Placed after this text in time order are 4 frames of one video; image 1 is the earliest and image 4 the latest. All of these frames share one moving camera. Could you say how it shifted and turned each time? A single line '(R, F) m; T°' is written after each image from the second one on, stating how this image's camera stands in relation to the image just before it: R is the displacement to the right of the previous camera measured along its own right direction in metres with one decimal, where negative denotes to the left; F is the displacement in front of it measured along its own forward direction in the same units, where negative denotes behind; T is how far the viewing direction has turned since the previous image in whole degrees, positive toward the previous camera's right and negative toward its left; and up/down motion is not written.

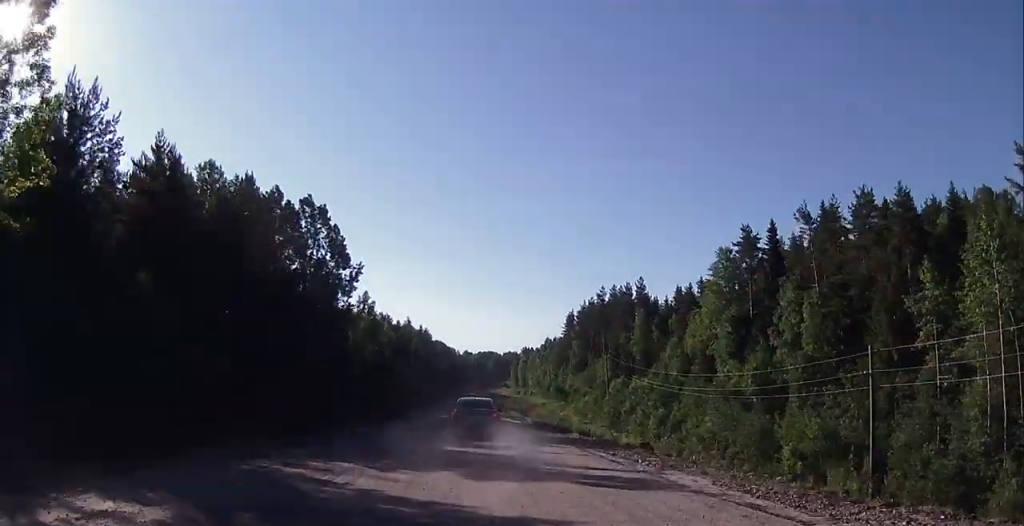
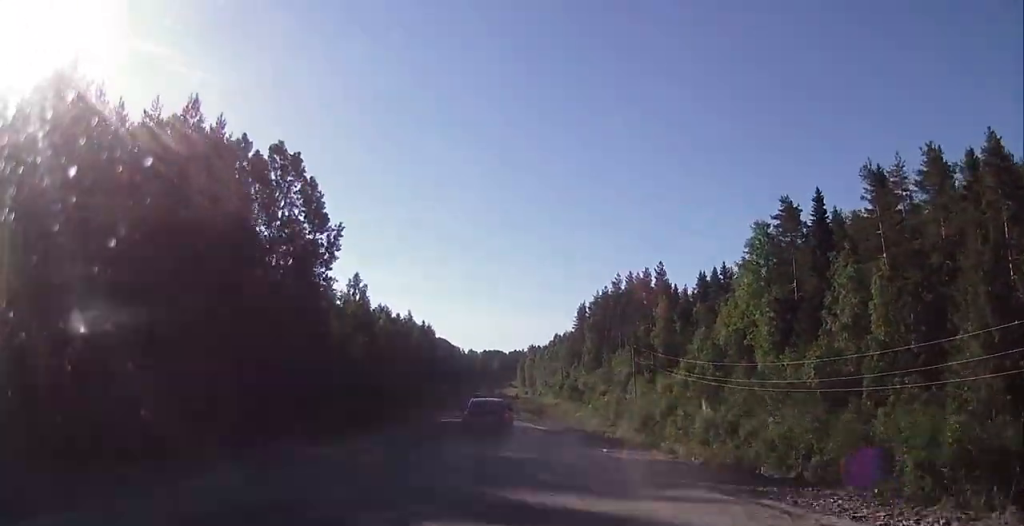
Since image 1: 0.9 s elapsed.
(-0.1, +11.7) m; -1°
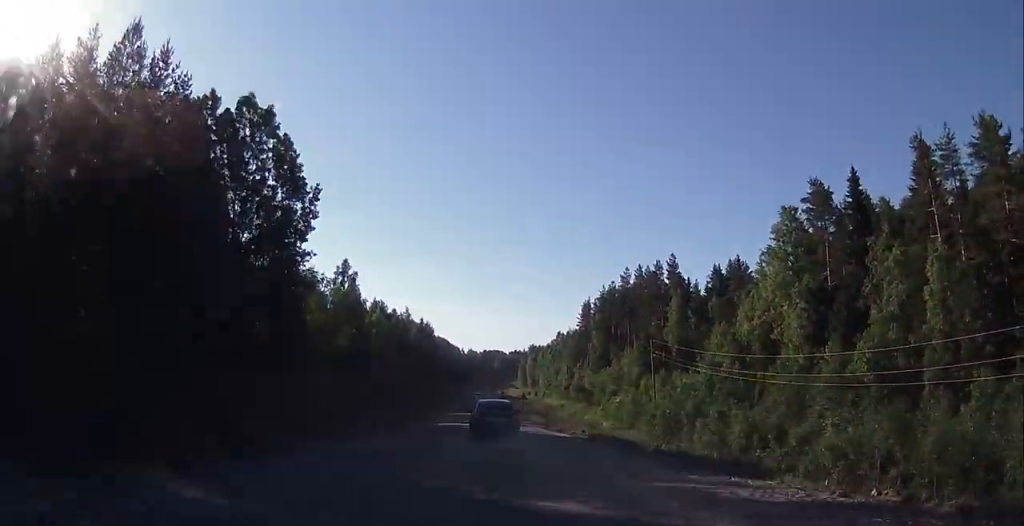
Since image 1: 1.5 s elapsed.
(-0.1, +7.9) m; 0°
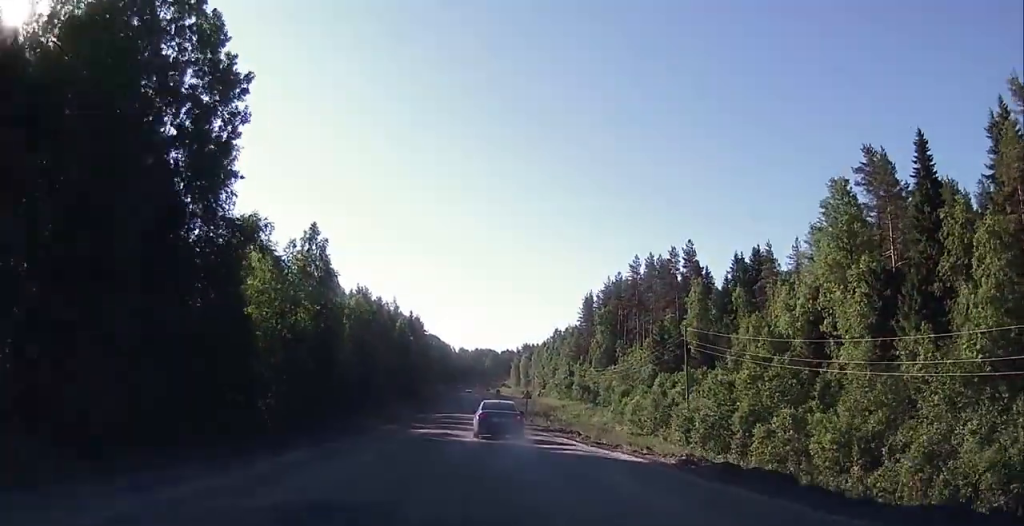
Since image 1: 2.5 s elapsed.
(+0.3, +13.6) m; +3°
